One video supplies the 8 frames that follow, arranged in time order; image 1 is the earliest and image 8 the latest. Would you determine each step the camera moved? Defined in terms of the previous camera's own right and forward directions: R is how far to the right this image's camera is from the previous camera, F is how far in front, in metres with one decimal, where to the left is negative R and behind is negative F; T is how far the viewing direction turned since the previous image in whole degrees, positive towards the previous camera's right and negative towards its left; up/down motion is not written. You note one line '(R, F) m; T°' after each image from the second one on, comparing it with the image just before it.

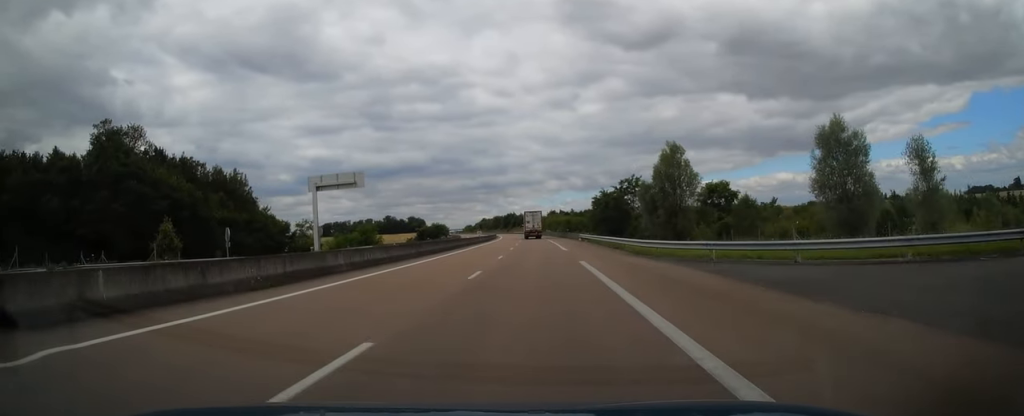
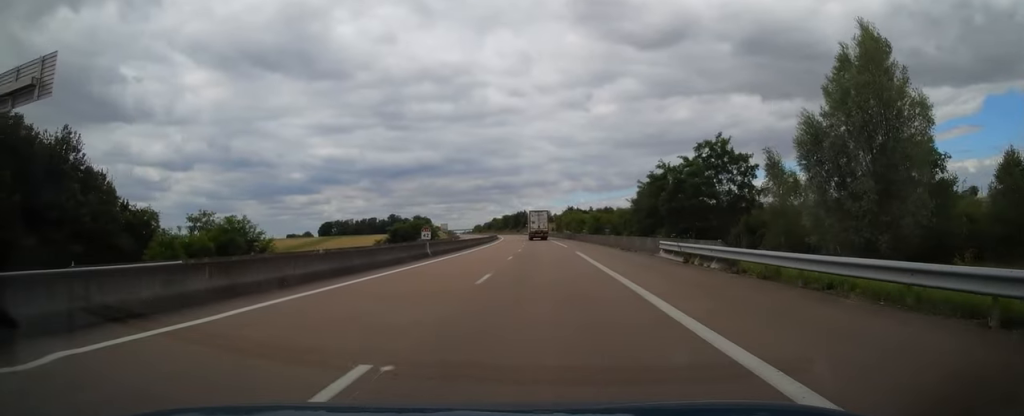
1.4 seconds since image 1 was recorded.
(-0.1, +40.0) m; 0°
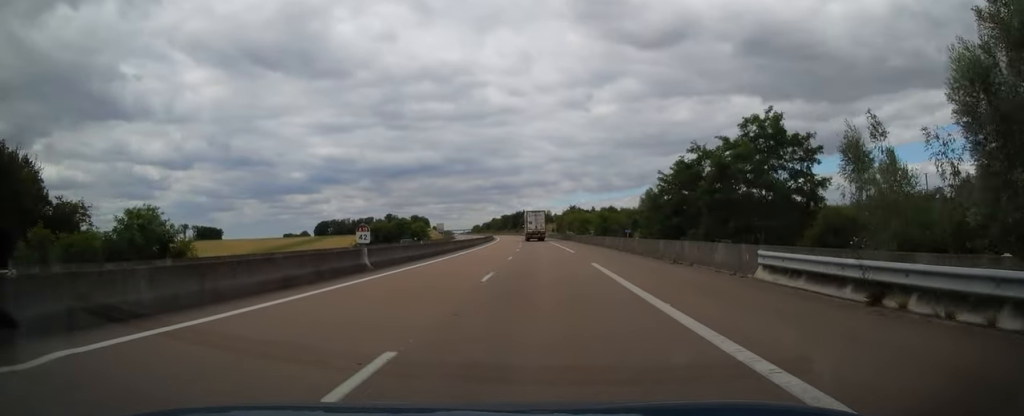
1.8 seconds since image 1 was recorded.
(0.0, +12.2) m; 0°
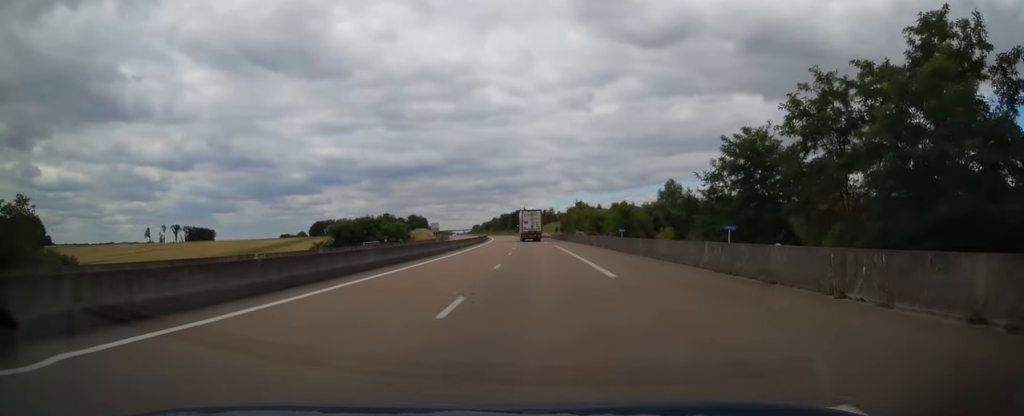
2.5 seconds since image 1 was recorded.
(-0.2, +20.0) m; -1°
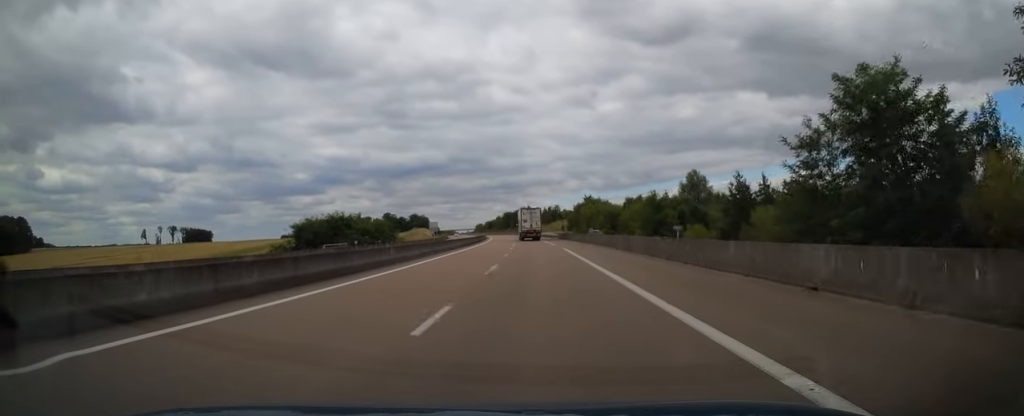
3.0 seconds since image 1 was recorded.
(0.0, +14.6) m; -1°
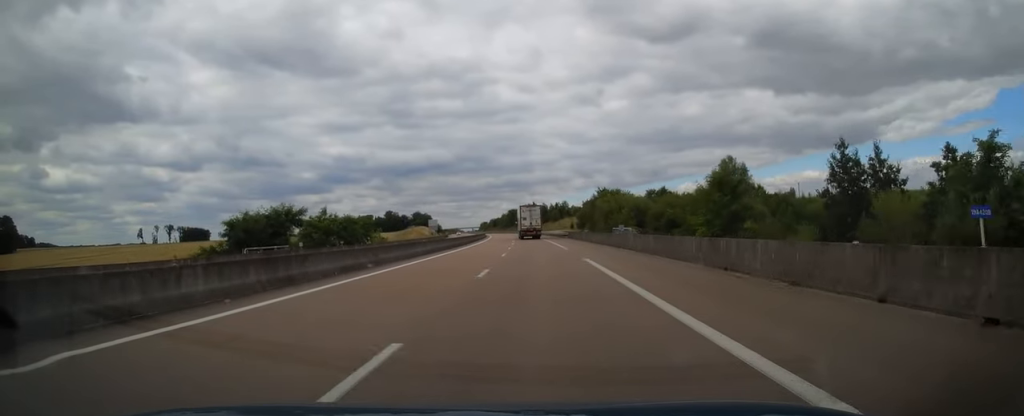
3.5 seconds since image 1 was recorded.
(-0.3, +16.6) m; 0°
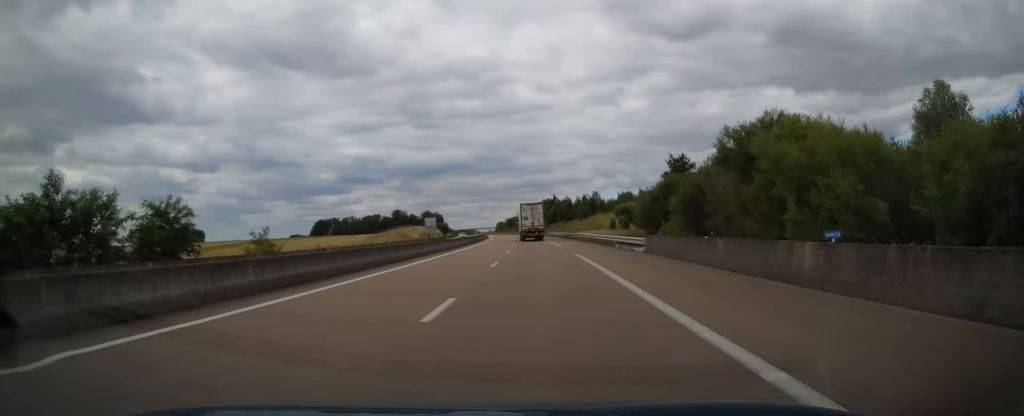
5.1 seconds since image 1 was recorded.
(0.0, +46.8) m; -1°
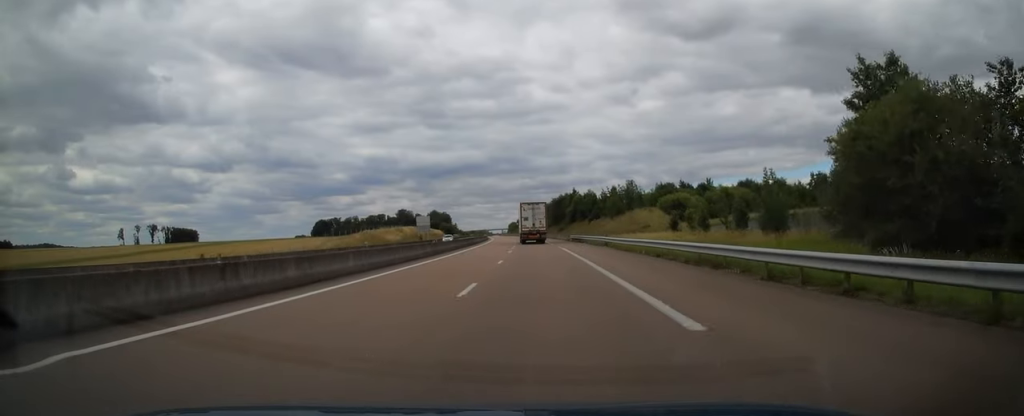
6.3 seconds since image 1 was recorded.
(-0.9, +35.0) m; -2°
